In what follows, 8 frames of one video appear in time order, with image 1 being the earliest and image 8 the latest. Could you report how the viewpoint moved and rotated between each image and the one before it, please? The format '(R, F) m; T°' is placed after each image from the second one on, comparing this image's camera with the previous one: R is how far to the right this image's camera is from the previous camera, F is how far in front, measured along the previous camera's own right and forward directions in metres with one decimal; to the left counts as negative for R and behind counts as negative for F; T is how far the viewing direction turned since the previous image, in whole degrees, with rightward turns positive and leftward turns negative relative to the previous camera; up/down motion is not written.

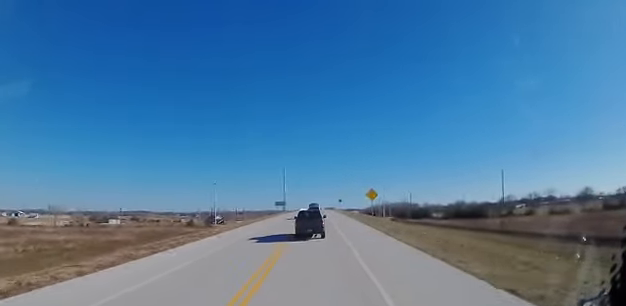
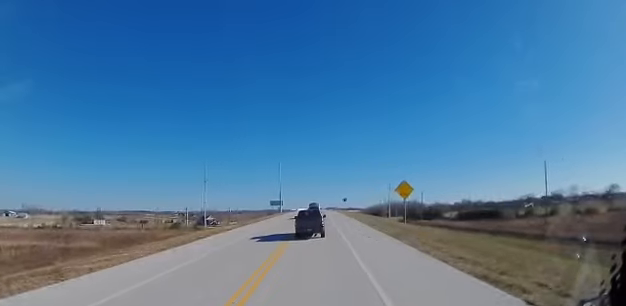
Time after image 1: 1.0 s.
(0.0, +18.3) m; -1°
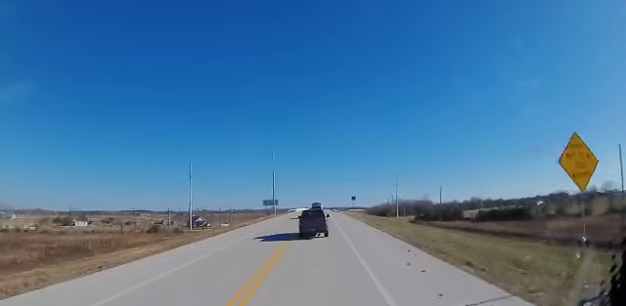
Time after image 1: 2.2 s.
(-0.2, +21.3) m; -1°
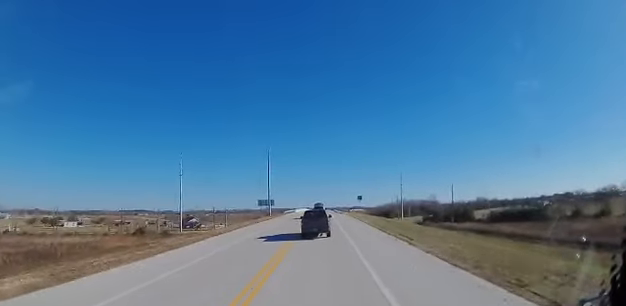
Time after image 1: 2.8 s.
(0.0, +11.1) m; 0°
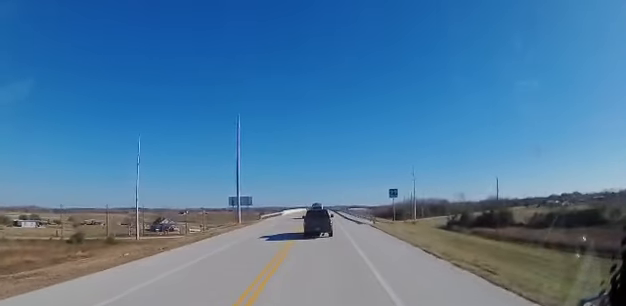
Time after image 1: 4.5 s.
(+0.5, +33.0) m; +2°
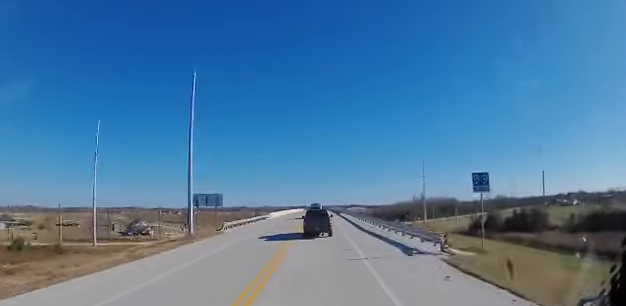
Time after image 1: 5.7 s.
(+0.5, +21.0) m; +1°
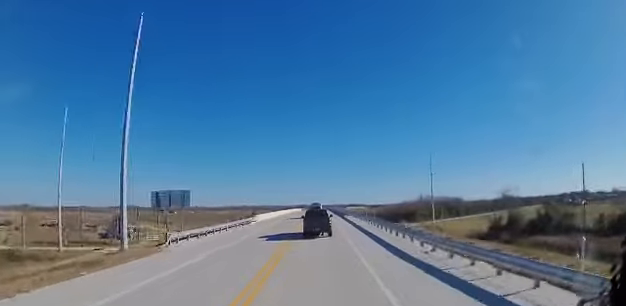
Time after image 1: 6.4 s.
(0.0, +13.0) m; -1°
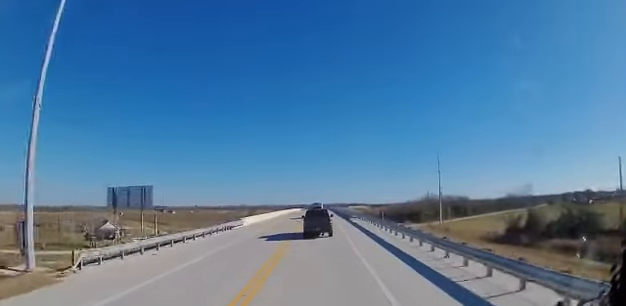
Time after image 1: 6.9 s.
(-0.1, +9.3) m; 0°
